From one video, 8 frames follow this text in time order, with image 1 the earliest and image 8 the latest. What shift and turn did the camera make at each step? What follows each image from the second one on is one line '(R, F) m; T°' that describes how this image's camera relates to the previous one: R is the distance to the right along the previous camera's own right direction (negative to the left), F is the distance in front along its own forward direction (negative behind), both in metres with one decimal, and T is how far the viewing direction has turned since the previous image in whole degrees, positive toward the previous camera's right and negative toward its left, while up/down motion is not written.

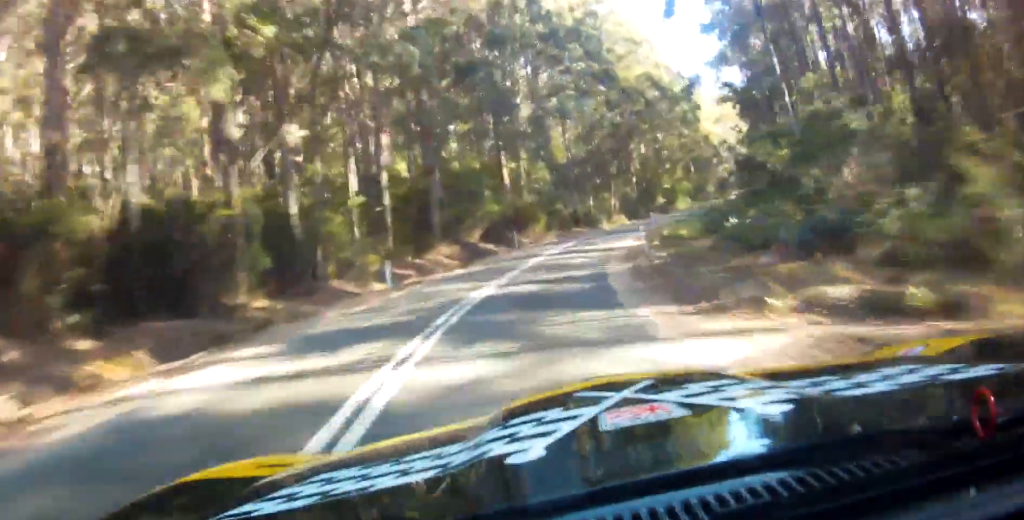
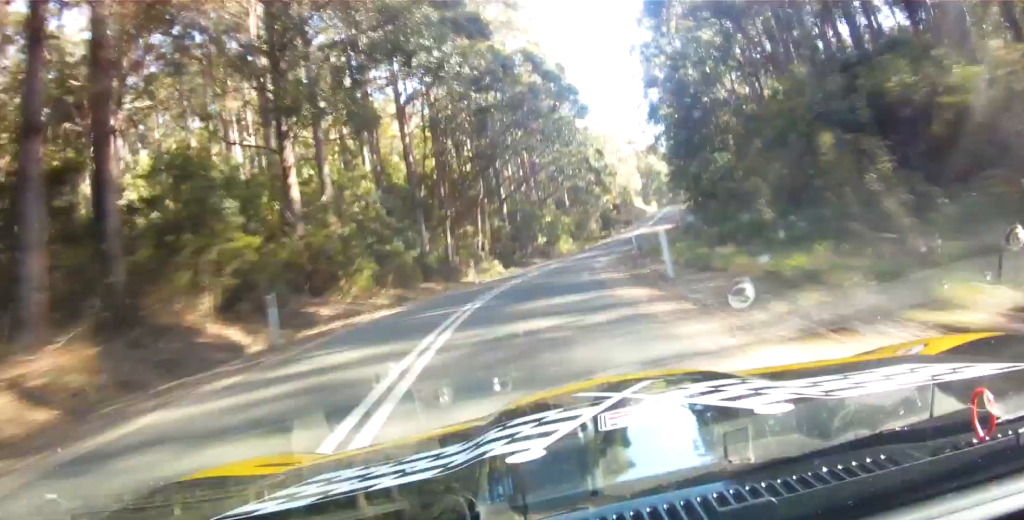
(+5.2, +34.6) m; +14°
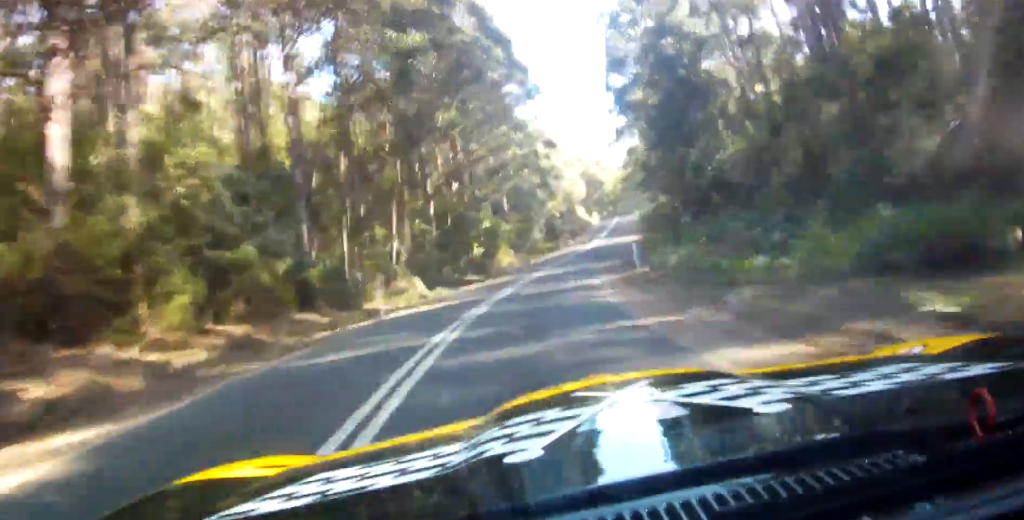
(+1.4, +19.0) m; +5°
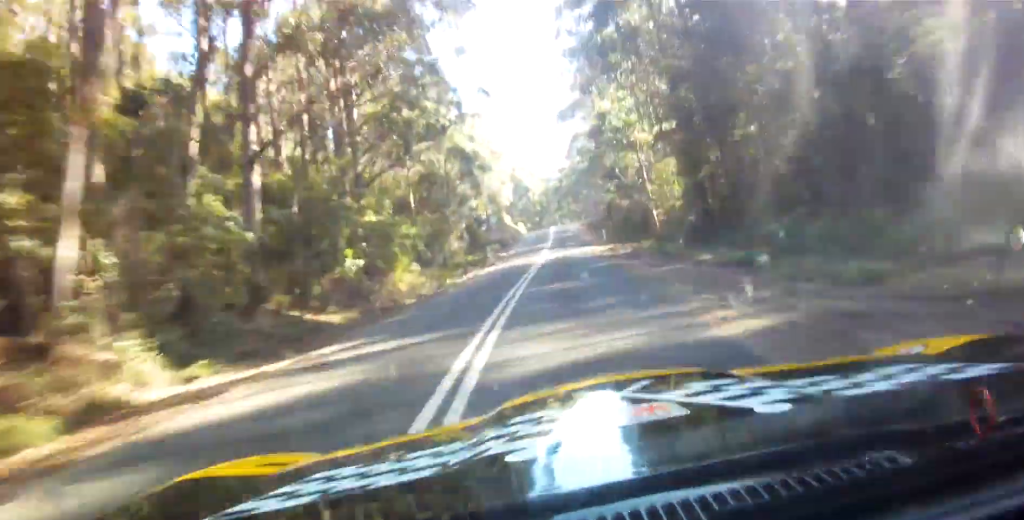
(+2.9, +30.5) m; +5°
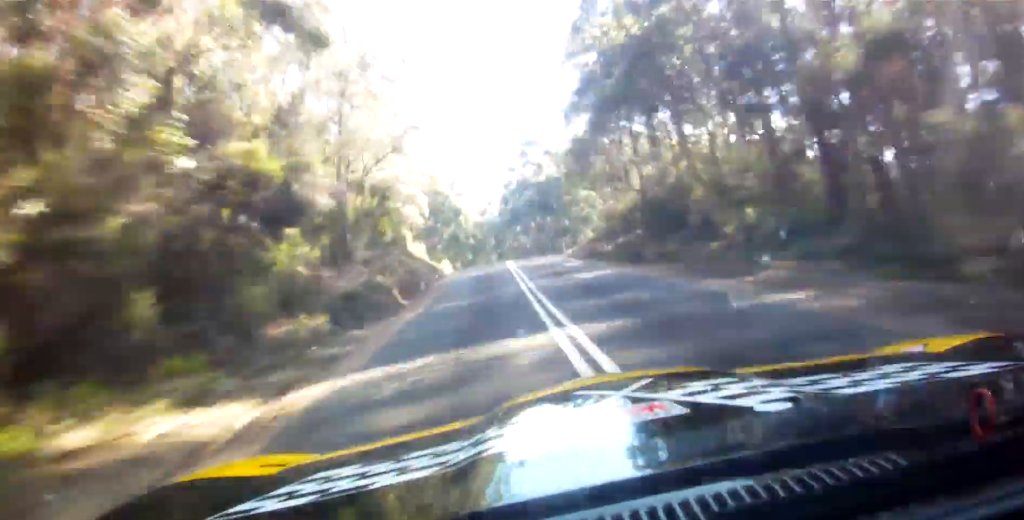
(+0.5, +59.3) m; -1°
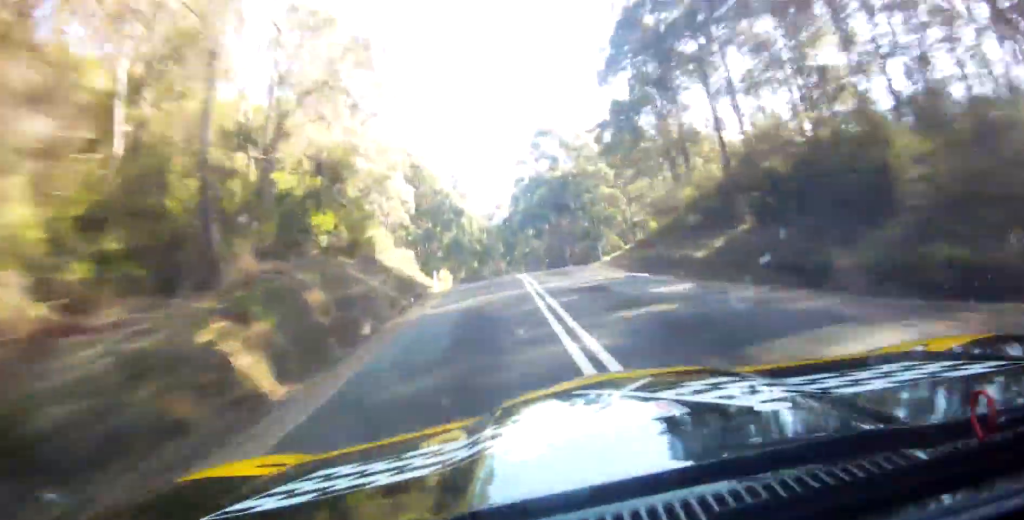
(+0.5, +16.1) m; -3°
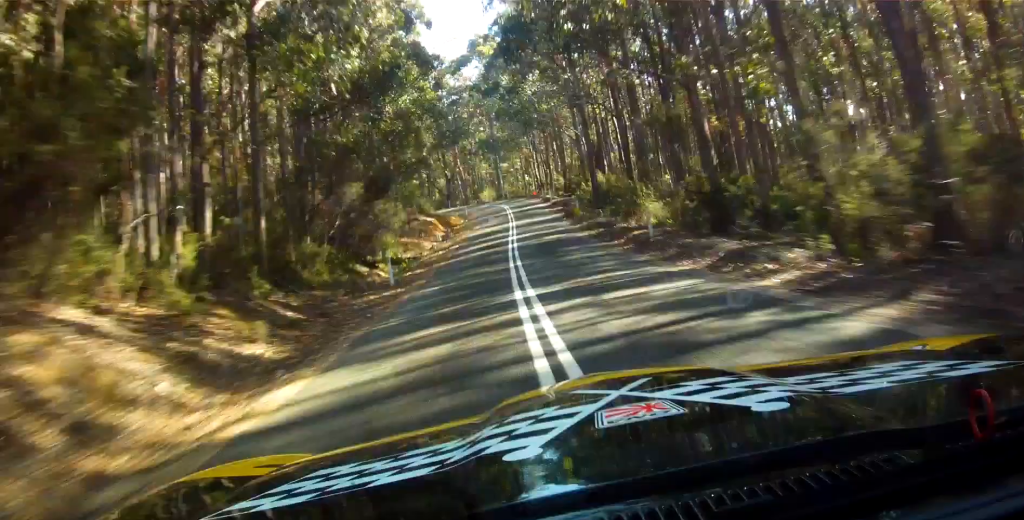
(-17.1, +83.1) m; -17°
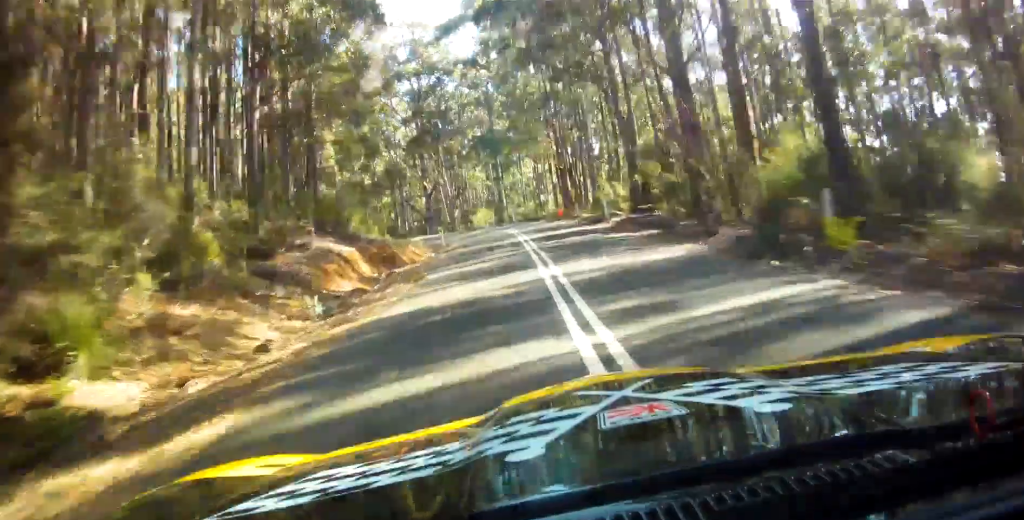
(0.0, +16.8) m; 0°
